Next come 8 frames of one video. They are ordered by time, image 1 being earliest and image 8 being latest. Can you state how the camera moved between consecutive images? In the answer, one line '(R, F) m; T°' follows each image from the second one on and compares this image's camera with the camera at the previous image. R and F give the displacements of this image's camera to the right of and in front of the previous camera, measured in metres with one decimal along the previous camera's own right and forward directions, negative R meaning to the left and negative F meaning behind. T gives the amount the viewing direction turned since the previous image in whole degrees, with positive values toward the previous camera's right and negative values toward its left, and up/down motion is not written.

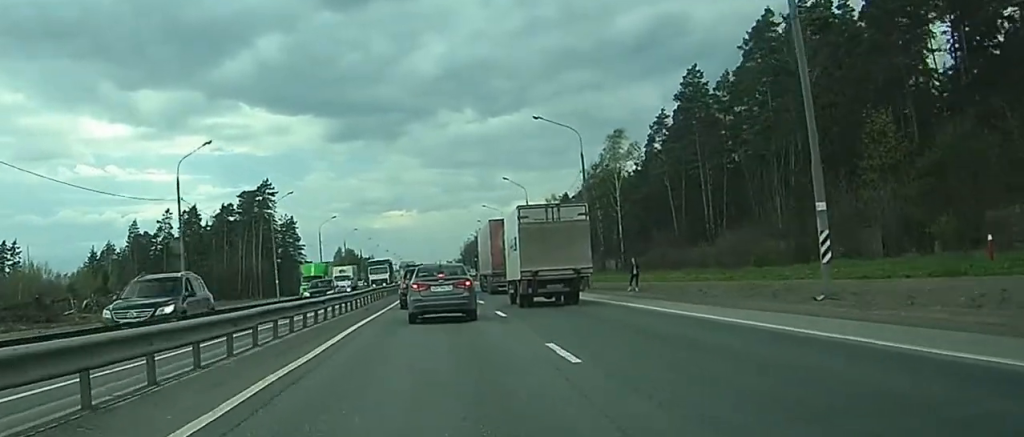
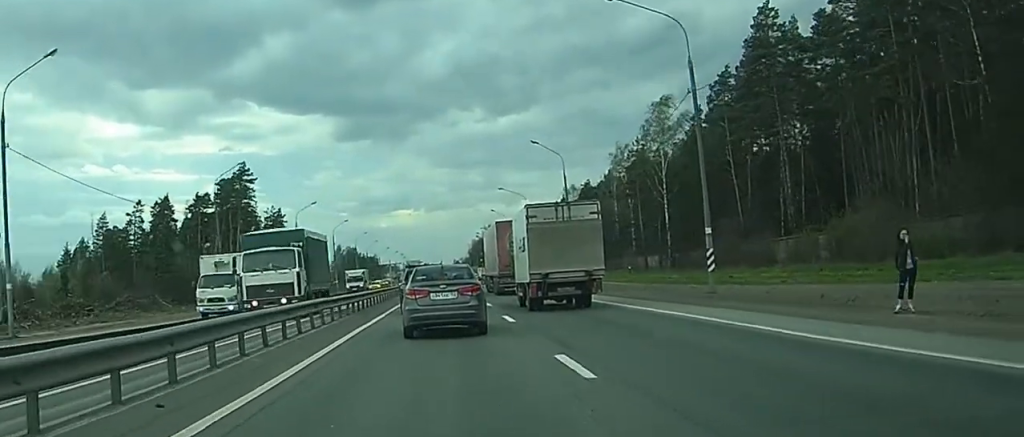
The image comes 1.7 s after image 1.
(-0.6, +27.9) m; -3°
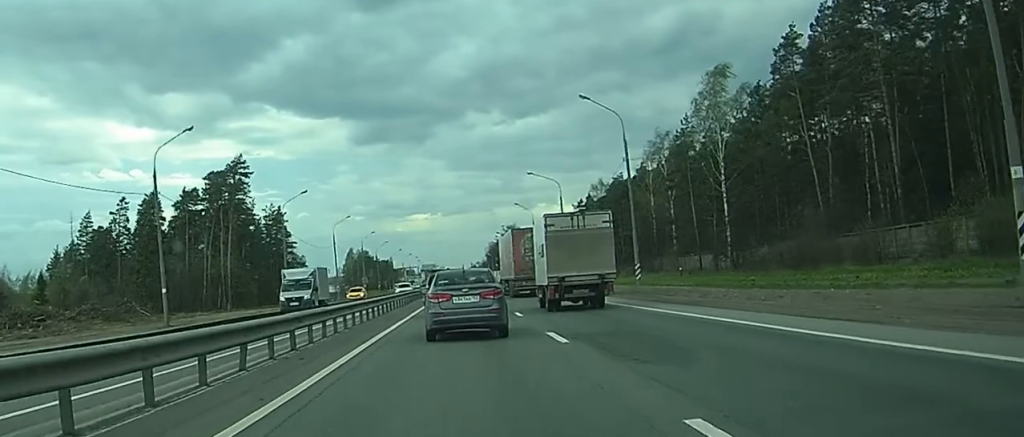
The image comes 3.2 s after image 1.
(-0.3, +21.1) m; -1°
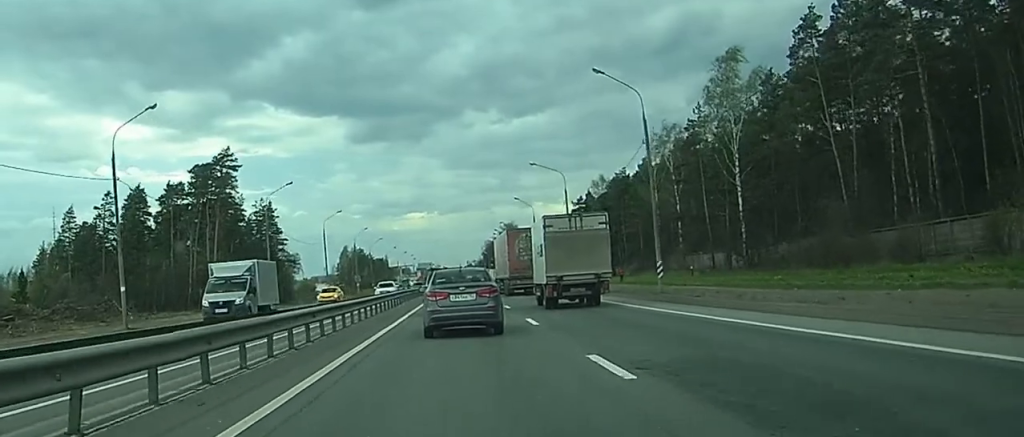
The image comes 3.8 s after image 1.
(-0.1, +7.1) m; 0°
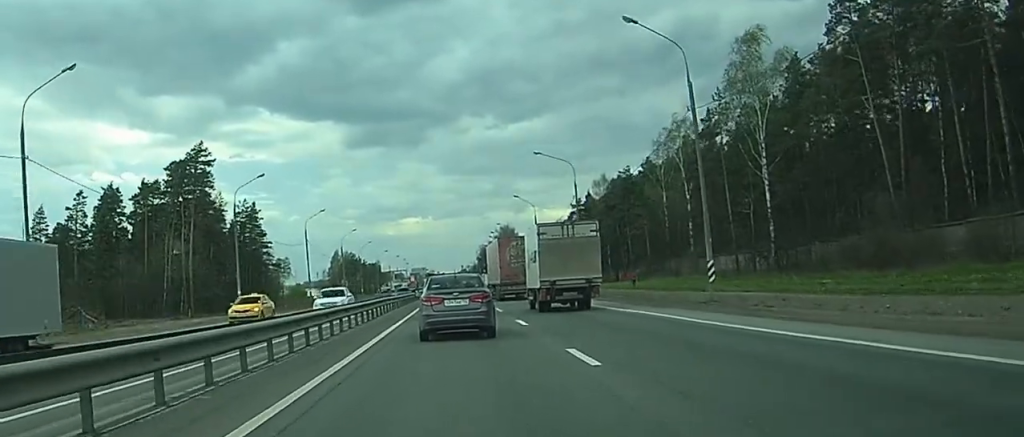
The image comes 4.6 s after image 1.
(+0.3, +10.6) m; +1°
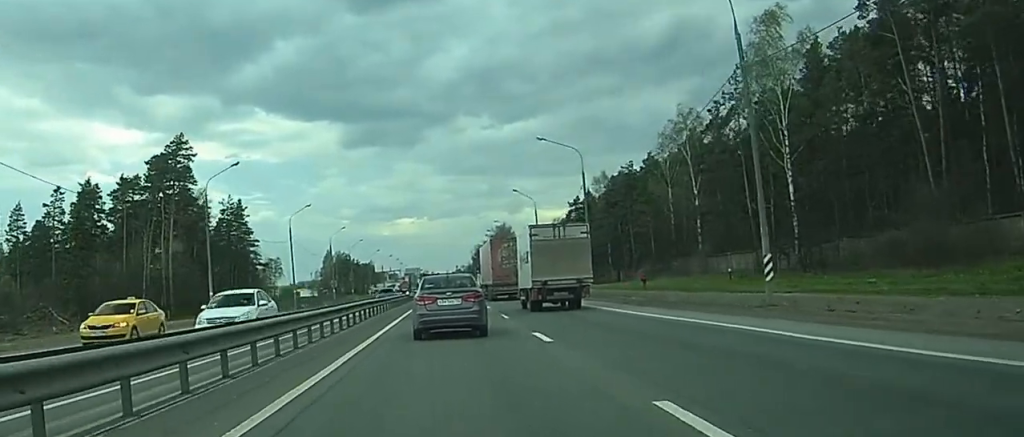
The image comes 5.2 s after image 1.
(-0.1, +7.2) m; 0°
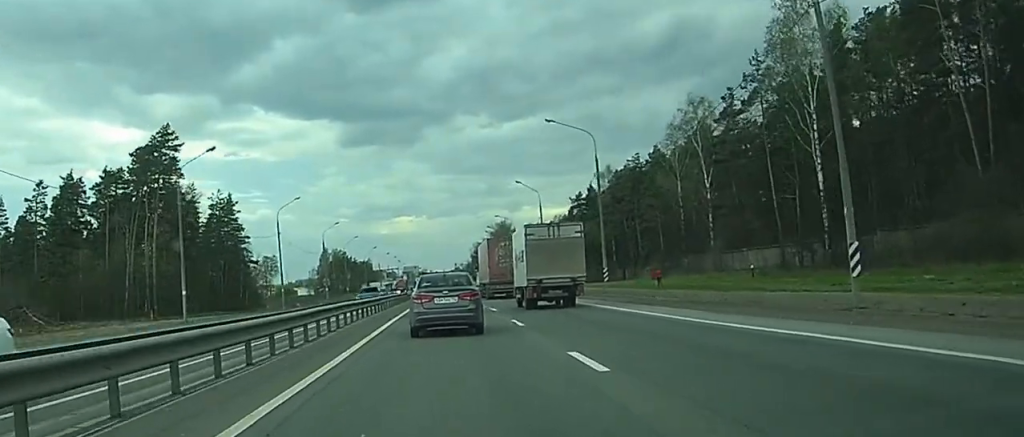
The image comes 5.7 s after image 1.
(-0.1, +6.3) m; -1°
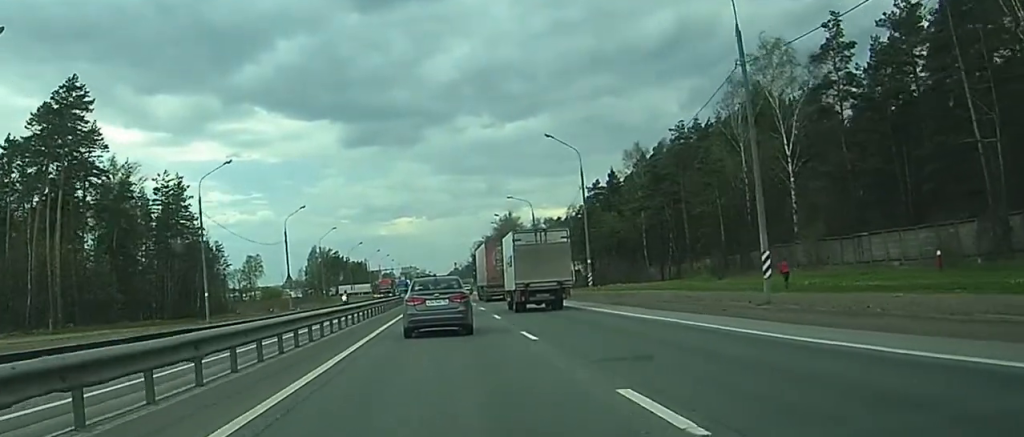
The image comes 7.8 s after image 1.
(0.0, +27.9) m; +2°
